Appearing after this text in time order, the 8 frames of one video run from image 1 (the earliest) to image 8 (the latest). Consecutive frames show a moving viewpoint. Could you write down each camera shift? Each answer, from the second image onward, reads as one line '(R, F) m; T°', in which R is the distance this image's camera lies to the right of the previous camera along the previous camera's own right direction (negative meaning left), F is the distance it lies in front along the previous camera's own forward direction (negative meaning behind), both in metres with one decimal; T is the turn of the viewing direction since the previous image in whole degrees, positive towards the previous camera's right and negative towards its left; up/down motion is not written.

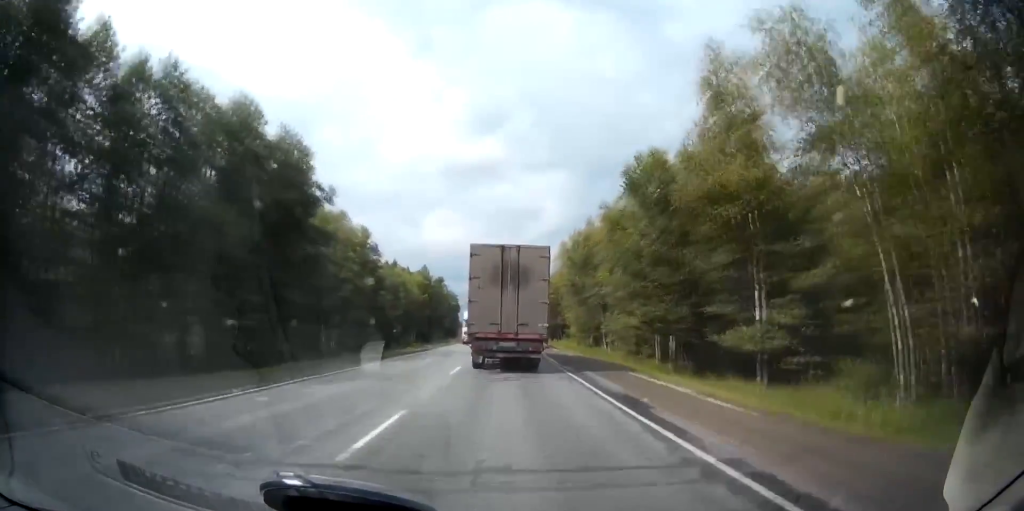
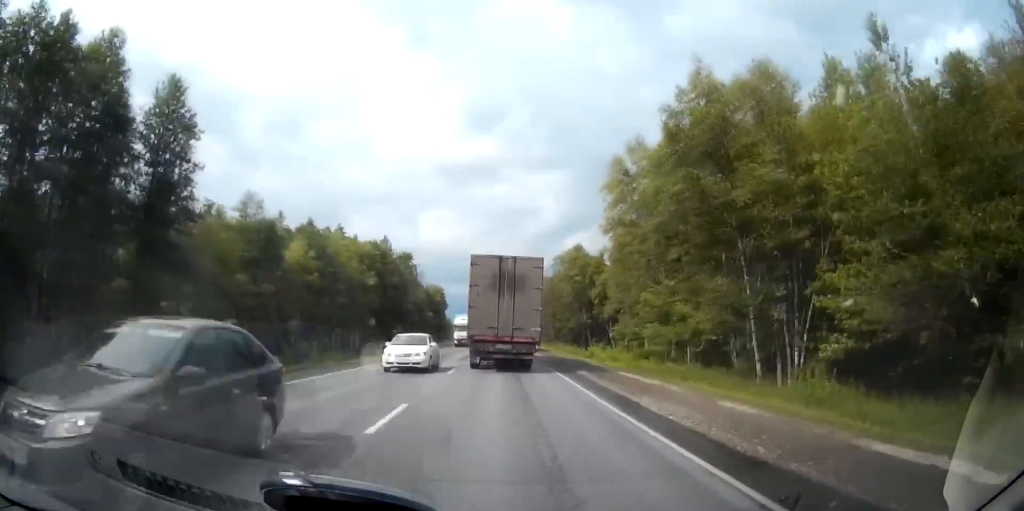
(-0.7, +47.2) m; -2°
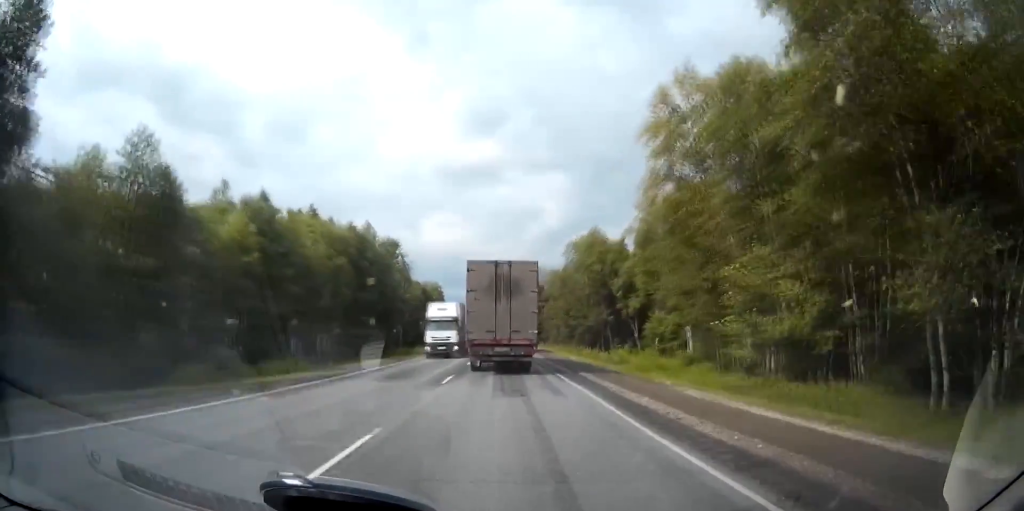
(0.0, +13.7) m; 0°
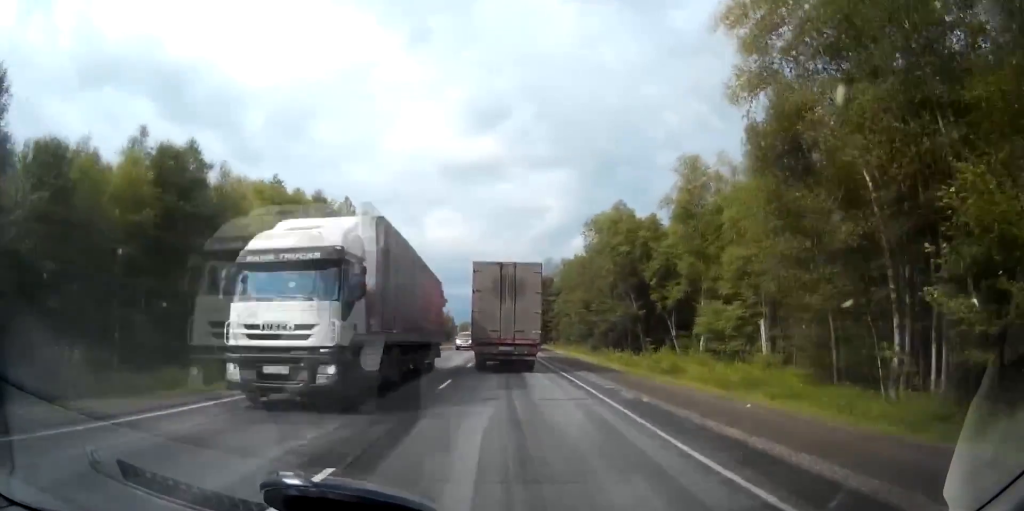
(0.0, +15.0) m; 0°
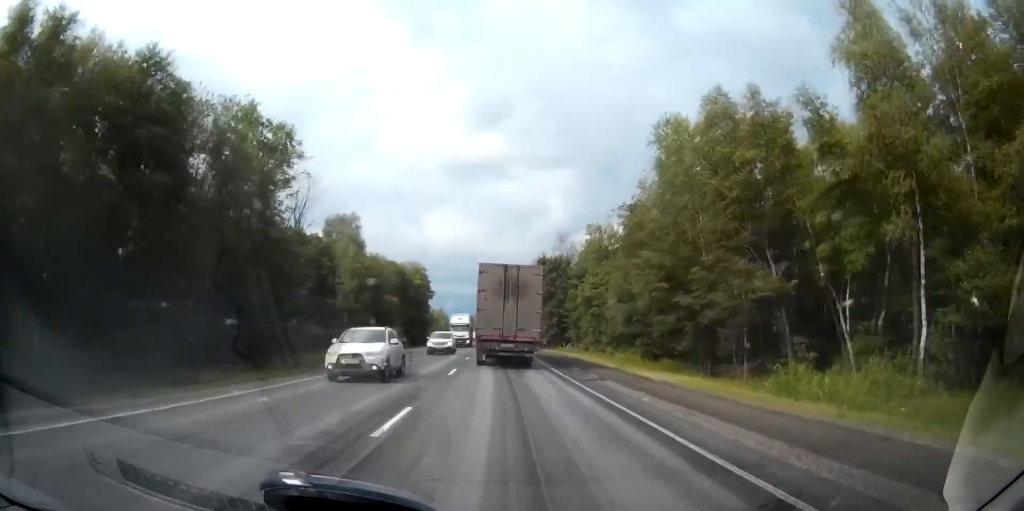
(-0.1, +30.2) m; -1°
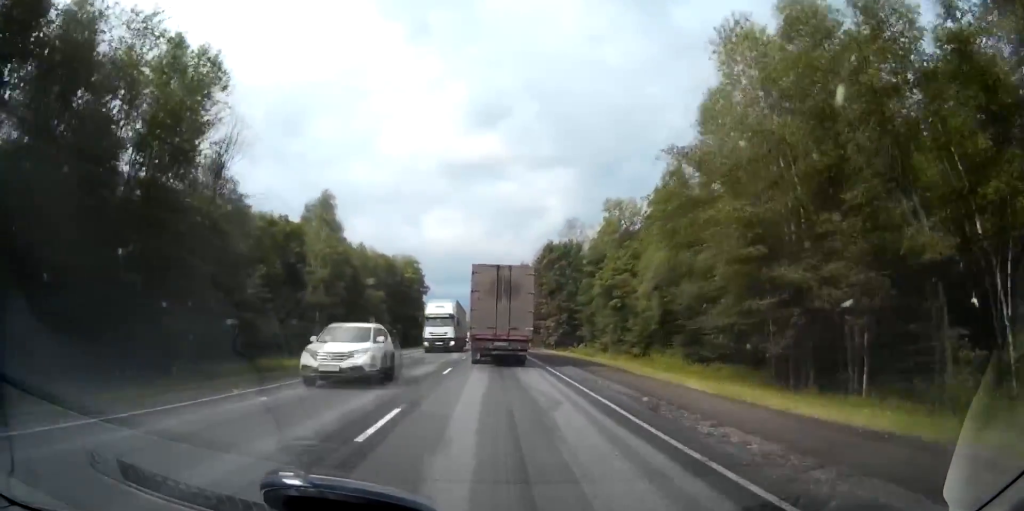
(-0.1, +12.2) m; 0°
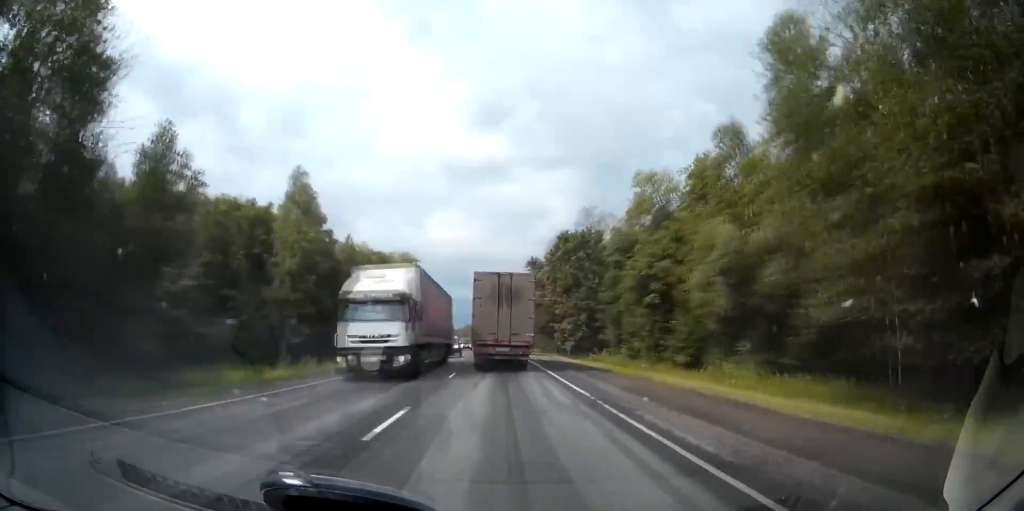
(+0.1, +11.5) m; 0°
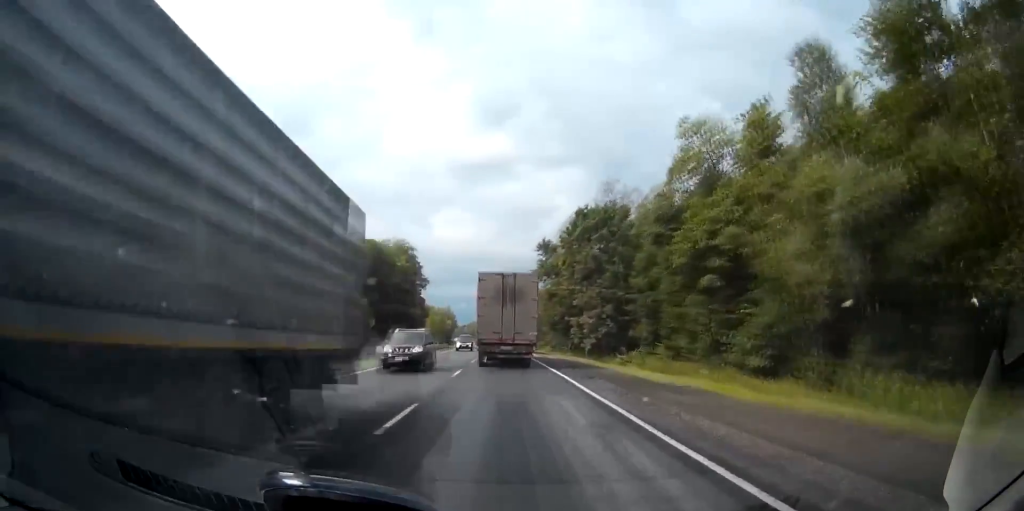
(0.0, +11.6) m; 0°
